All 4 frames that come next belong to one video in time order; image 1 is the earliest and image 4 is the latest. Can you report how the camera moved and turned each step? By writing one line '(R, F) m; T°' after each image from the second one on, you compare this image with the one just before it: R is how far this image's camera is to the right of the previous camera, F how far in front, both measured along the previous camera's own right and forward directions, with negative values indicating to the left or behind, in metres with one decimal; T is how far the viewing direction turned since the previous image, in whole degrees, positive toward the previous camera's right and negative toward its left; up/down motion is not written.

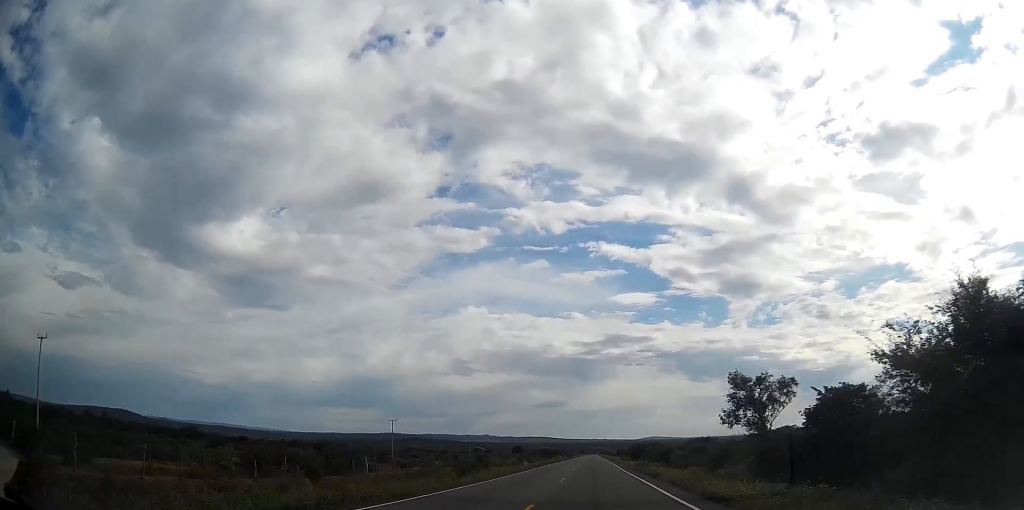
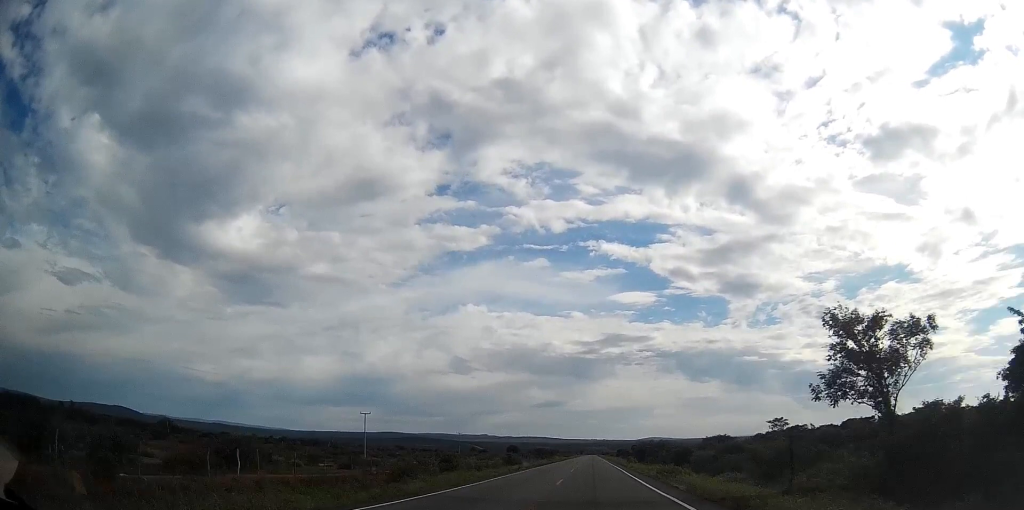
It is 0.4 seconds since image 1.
(+0.1, +17.3) m; 0°
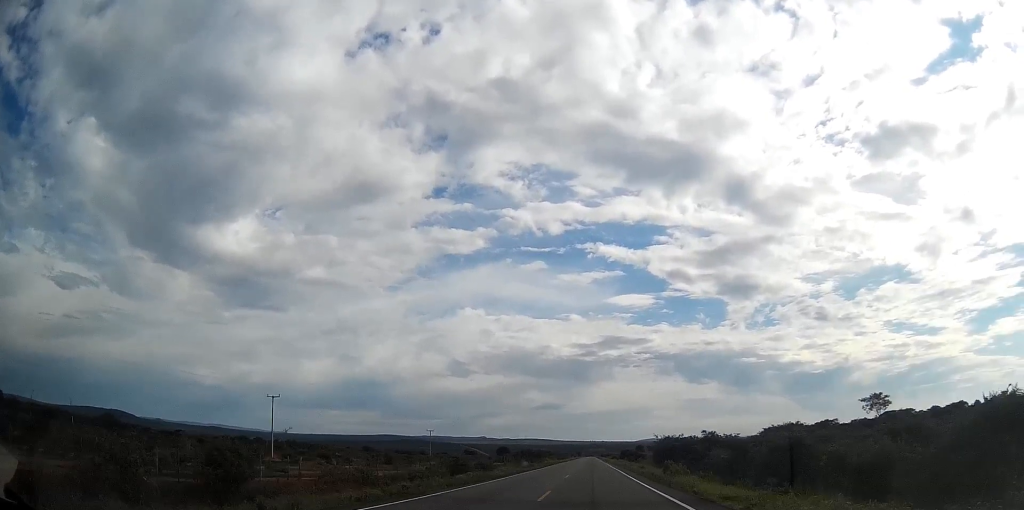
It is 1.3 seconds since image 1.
(+0.1, +37.9) m; 0°
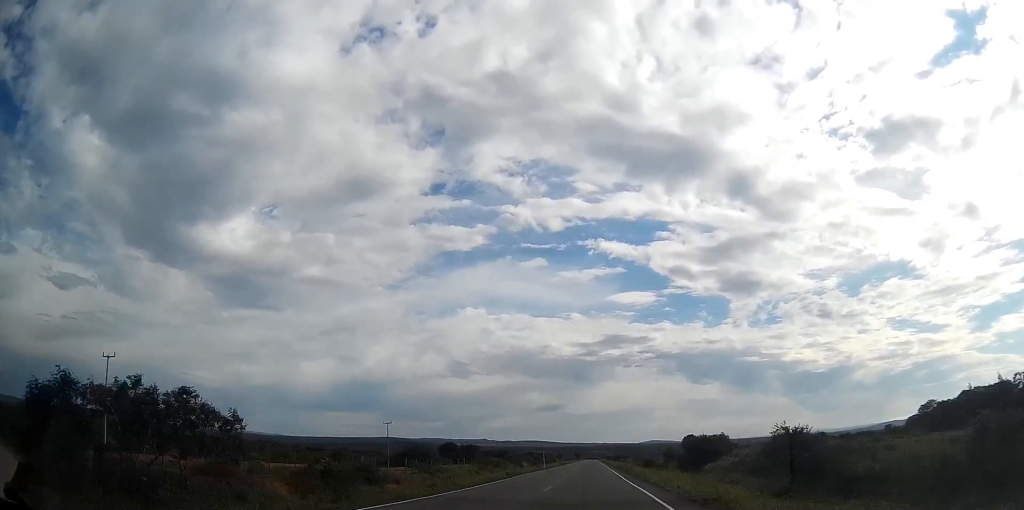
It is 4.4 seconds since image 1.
(+0.2, +131.6) m; 0°
